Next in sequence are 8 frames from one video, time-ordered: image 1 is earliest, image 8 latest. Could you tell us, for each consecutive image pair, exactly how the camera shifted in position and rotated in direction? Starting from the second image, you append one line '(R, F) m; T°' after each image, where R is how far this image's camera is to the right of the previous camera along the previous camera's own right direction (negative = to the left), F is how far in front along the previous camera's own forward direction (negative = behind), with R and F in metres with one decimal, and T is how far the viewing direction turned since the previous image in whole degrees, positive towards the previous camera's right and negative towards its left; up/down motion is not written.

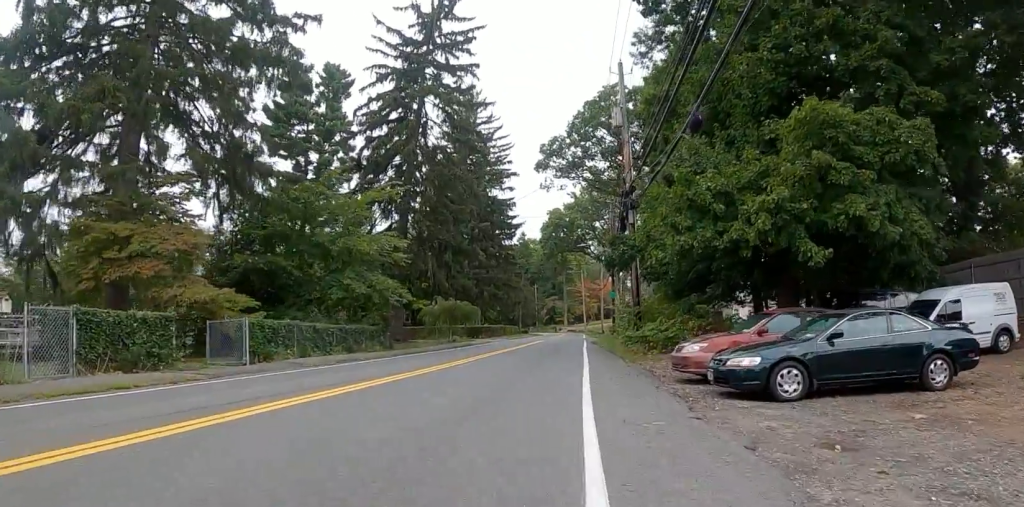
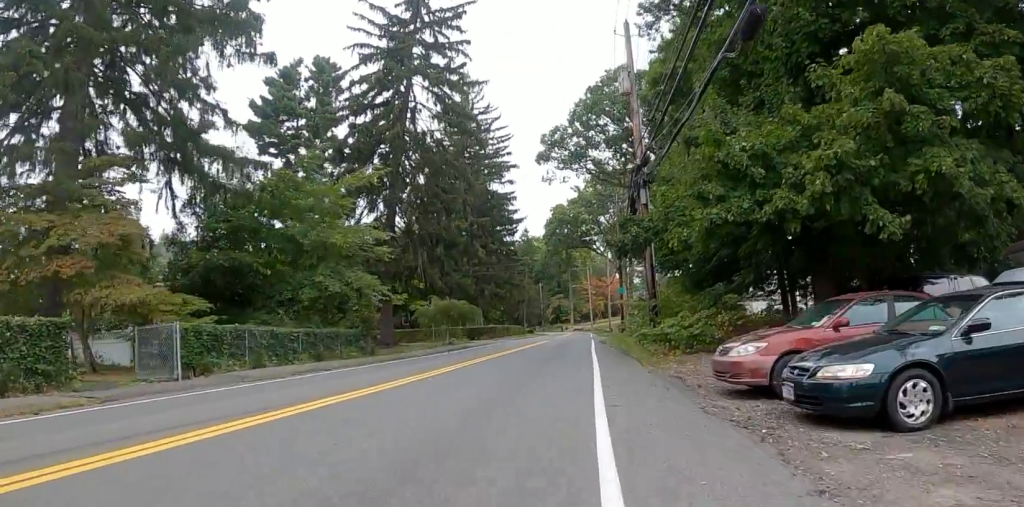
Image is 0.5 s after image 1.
(0.0, +3.2) m; +1°
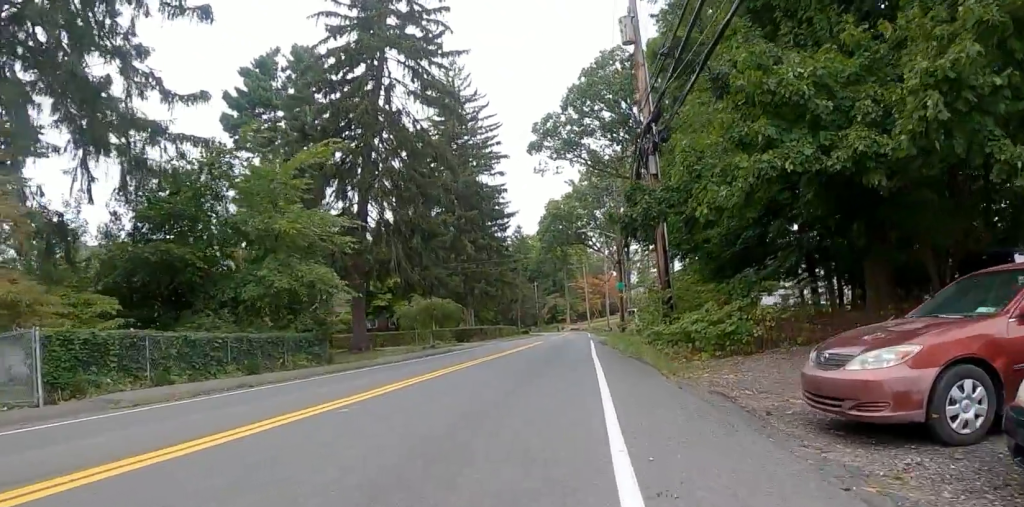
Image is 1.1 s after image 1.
(0.0, +3.7) m; 0°
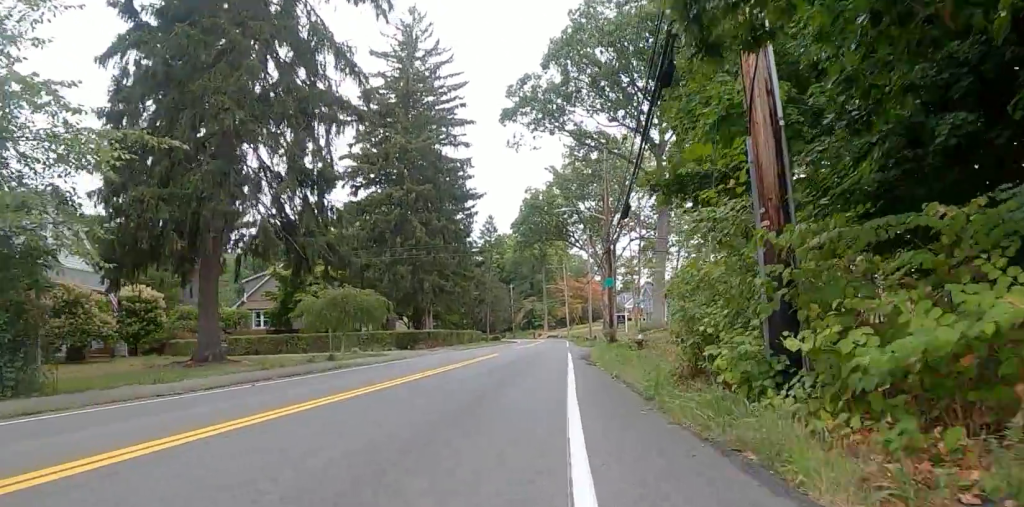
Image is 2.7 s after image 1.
(0.0, +10.8) m; 0°
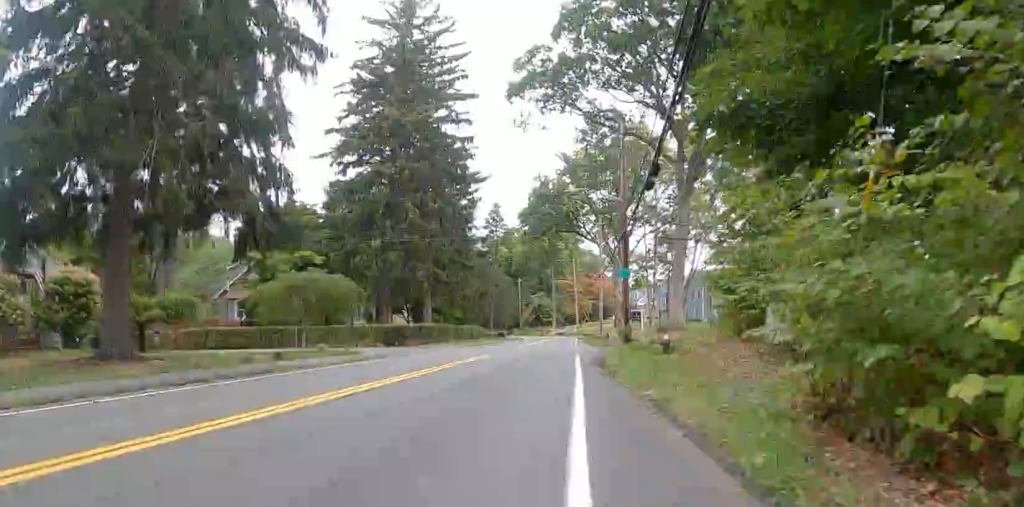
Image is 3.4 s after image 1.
(0.0, +4.6) m; 0°
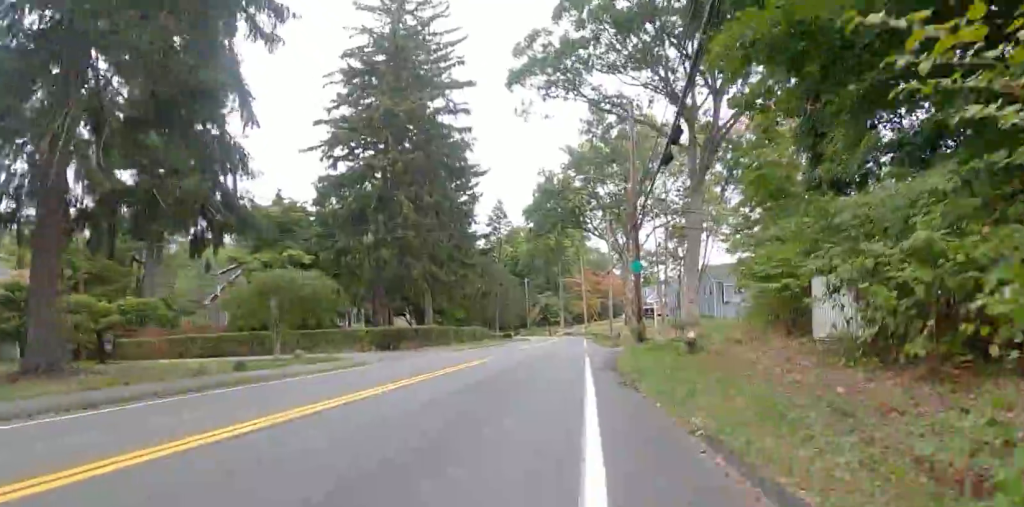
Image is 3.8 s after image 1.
(0.0, +2.7) m; 0°
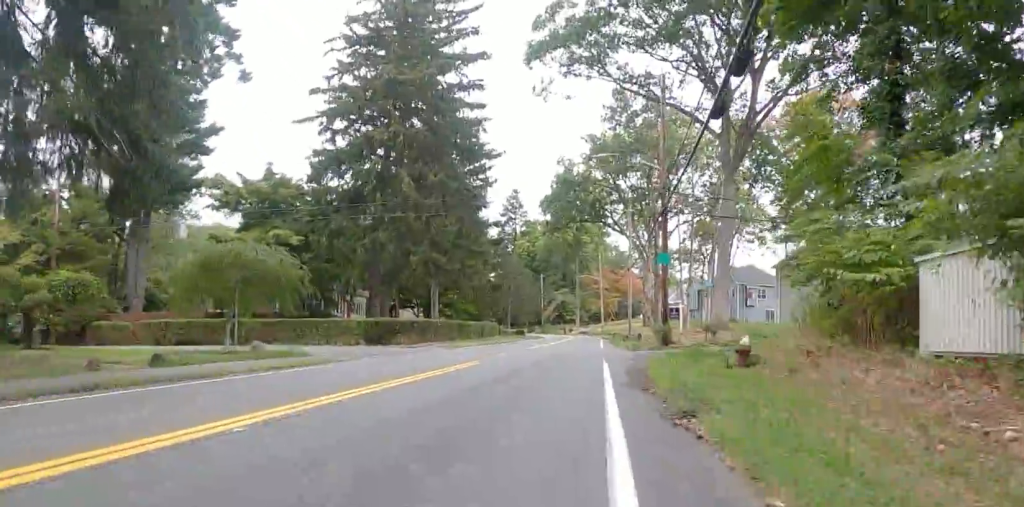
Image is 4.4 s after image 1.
(0.0, +3.8) m; -3°
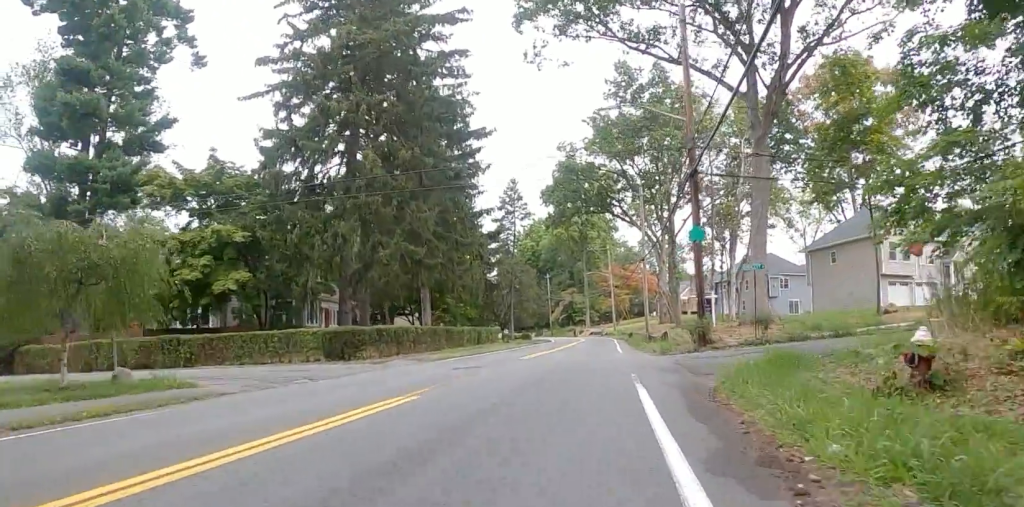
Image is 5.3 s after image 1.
(-0.1, +5.9) m; -8°
